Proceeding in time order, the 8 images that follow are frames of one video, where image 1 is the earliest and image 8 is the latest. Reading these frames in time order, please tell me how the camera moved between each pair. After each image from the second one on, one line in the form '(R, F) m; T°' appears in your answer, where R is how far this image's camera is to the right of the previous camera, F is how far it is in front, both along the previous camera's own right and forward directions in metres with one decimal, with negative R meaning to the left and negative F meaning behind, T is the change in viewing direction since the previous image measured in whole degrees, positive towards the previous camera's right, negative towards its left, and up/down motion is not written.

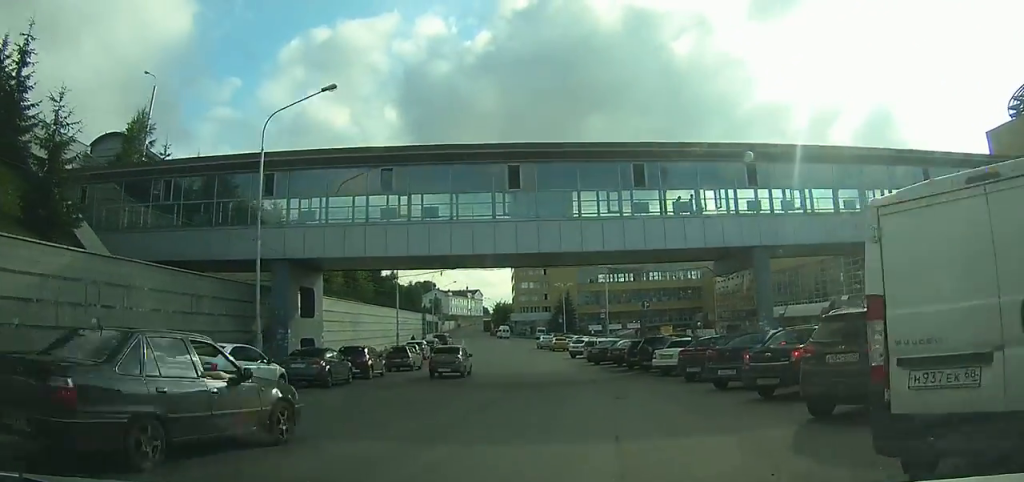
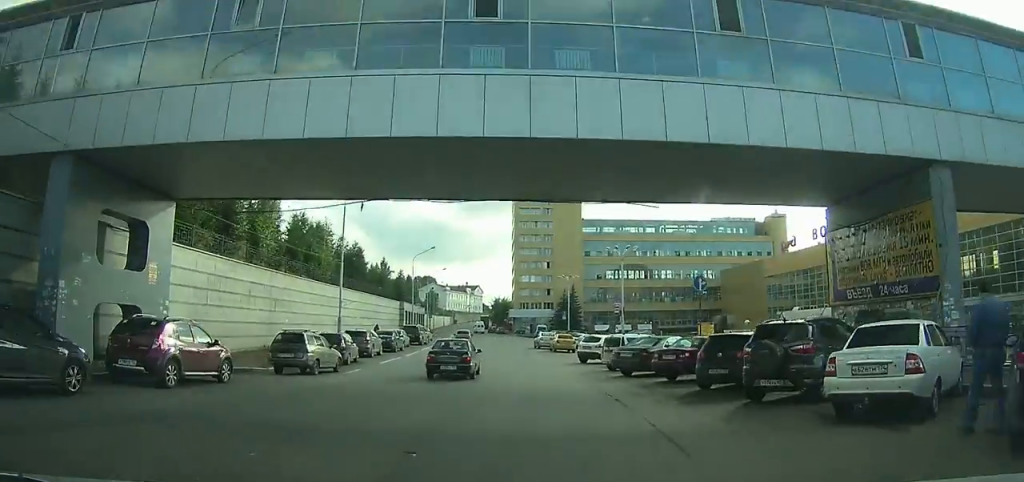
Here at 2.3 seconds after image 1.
(+1.2, +12.3) m; +3°
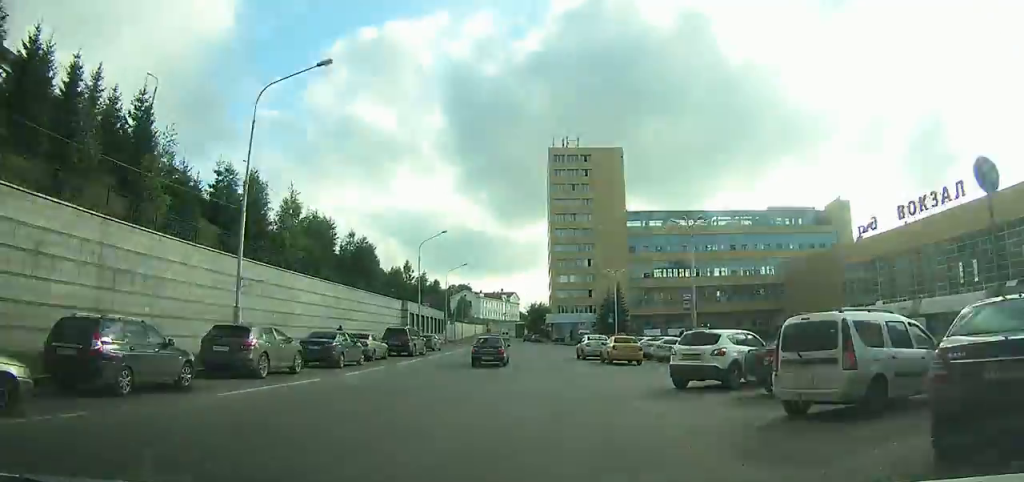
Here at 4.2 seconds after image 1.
(+0.1, +13.6) m; -2°
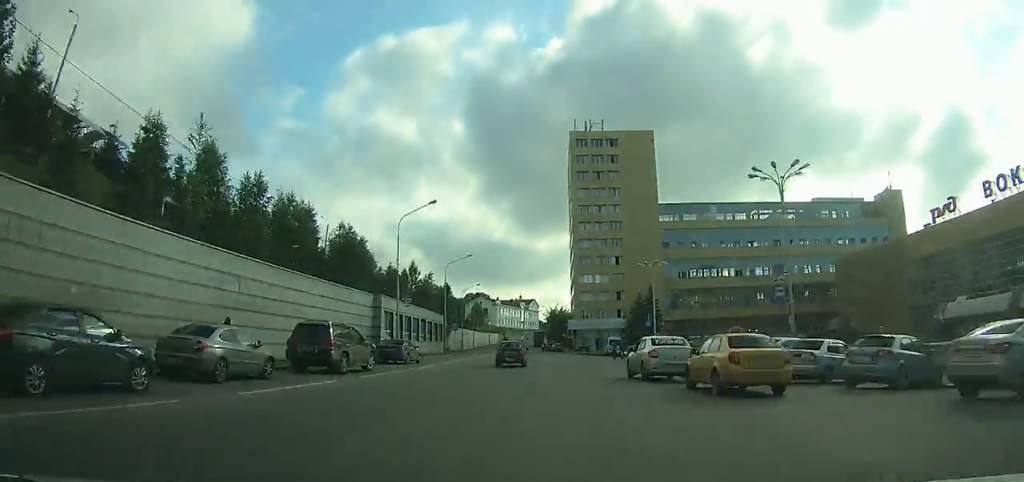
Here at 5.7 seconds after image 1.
(-0.4, +14.1) m; -2°
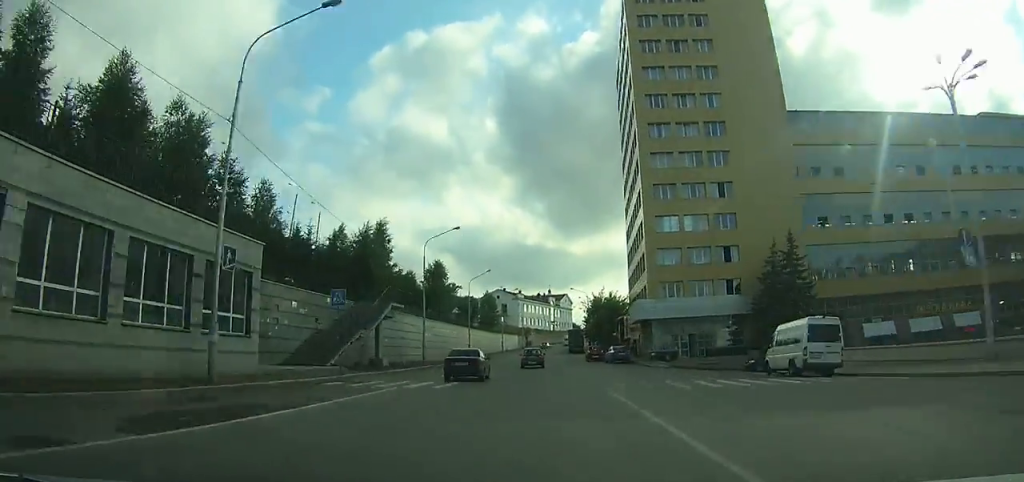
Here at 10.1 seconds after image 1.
(-2.2, +50.7) m; -4°
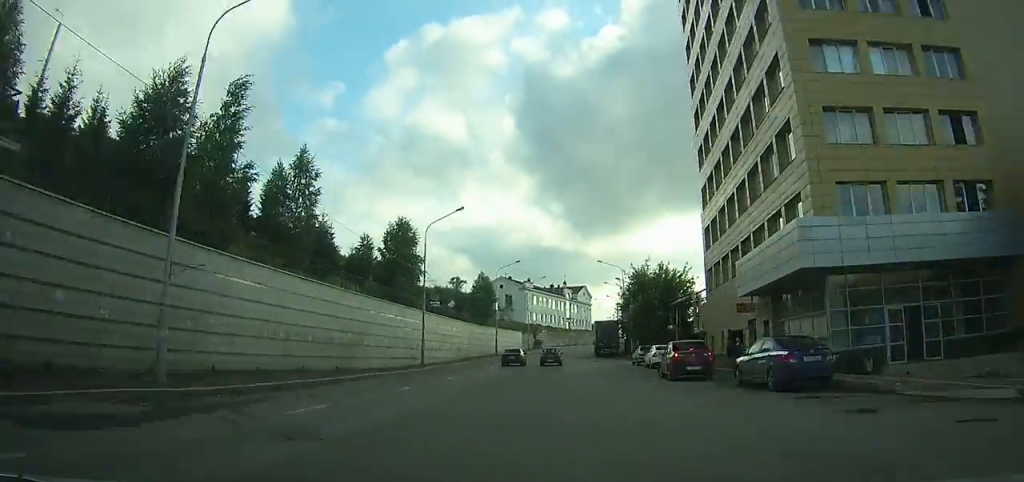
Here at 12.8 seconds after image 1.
(-0.4, +36.2) m; 0°
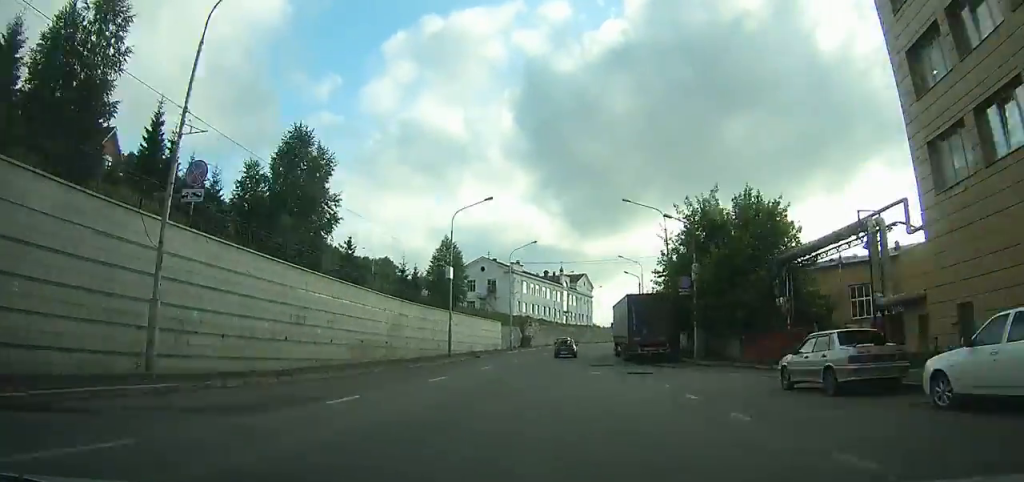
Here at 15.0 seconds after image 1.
(+0.4, +30.9) m; +2°
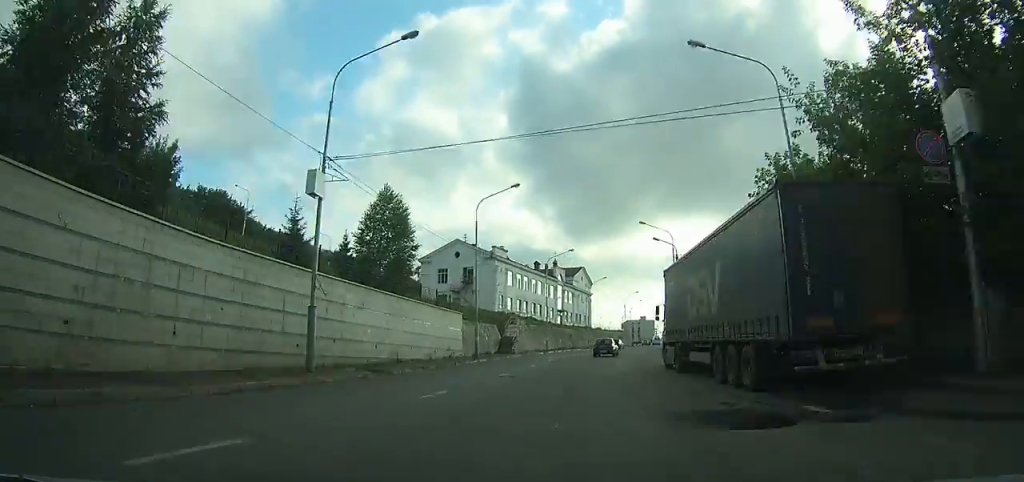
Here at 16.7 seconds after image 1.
(+0.4, +24.1) m; +2°
